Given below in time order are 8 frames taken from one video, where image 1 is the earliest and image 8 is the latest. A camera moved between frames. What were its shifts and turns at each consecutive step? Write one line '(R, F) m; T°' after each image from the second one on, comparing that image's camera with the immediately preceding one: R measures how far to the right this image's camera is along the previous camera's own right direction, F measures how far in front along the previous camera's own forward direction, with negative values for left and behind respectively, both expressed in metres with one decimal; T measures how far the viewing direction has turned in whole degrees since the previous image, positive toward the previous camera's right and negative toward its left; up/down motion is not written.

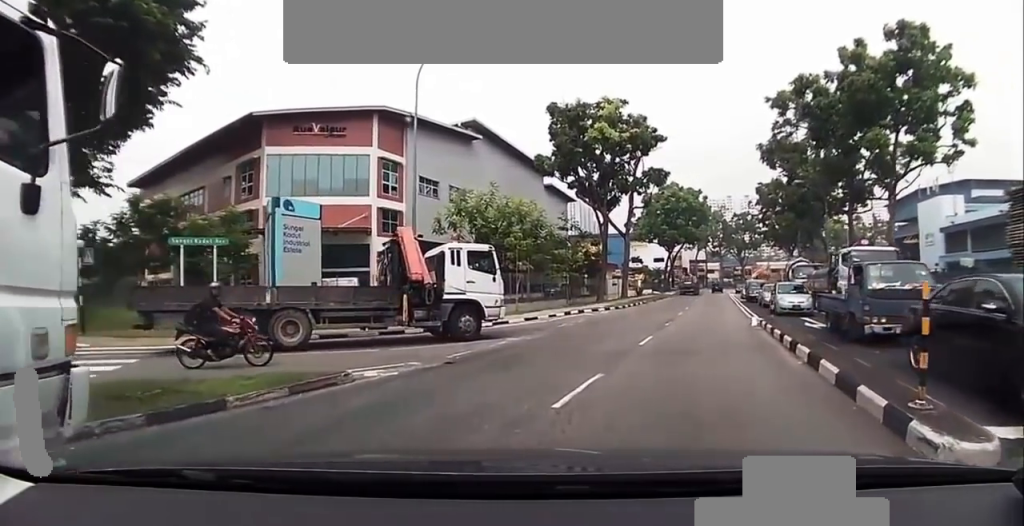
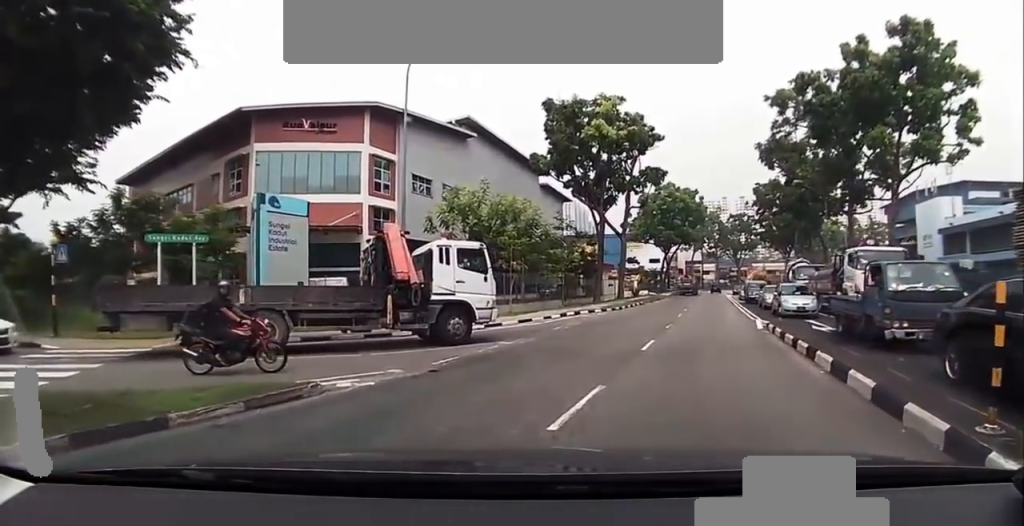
(0.0, +0.7) m; 0°
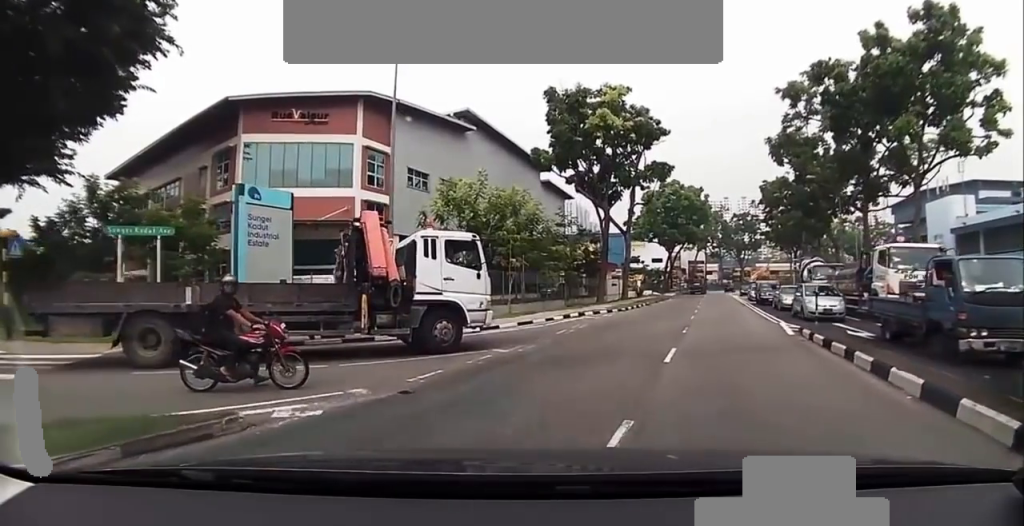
(0.0, +1.5) m; 0°
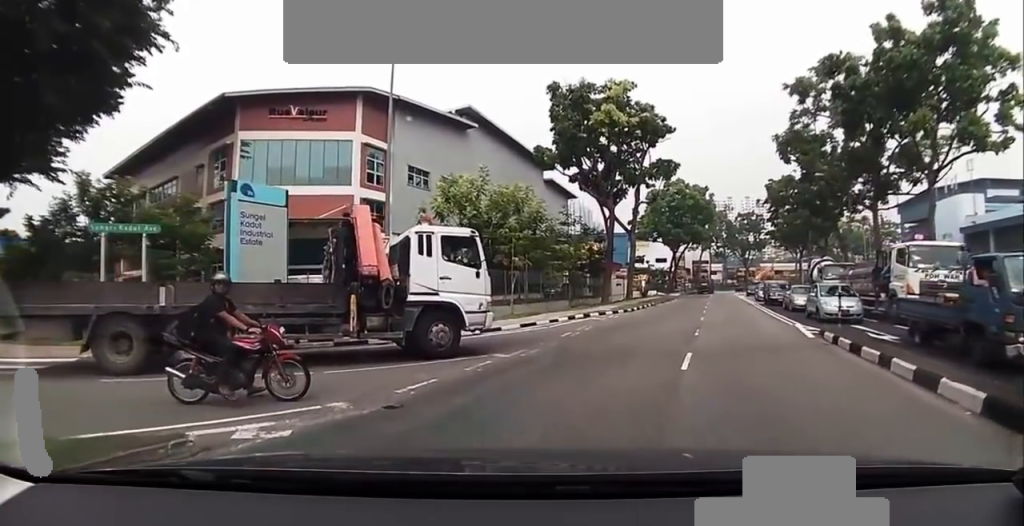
(0.0, +0.7) m; 0°
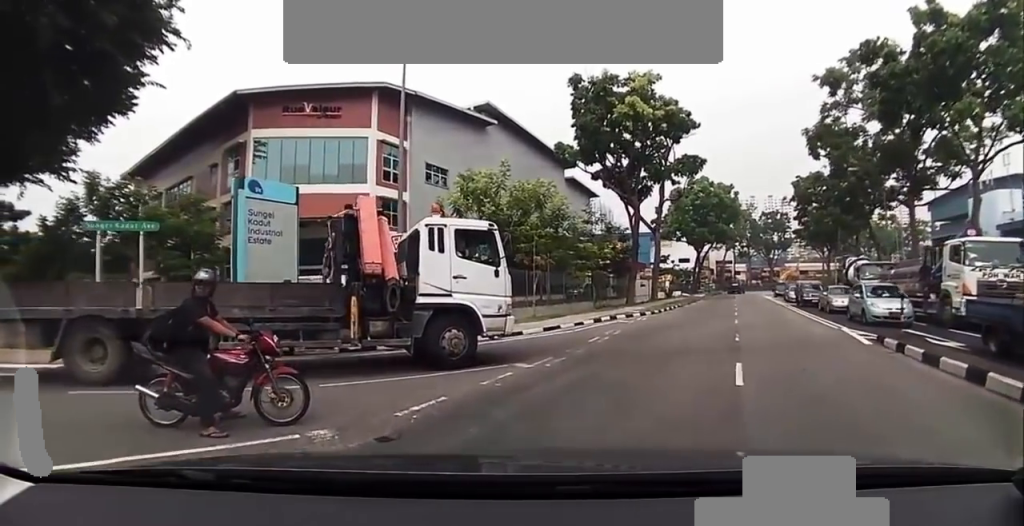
(0.0, +1.1) m; 0°
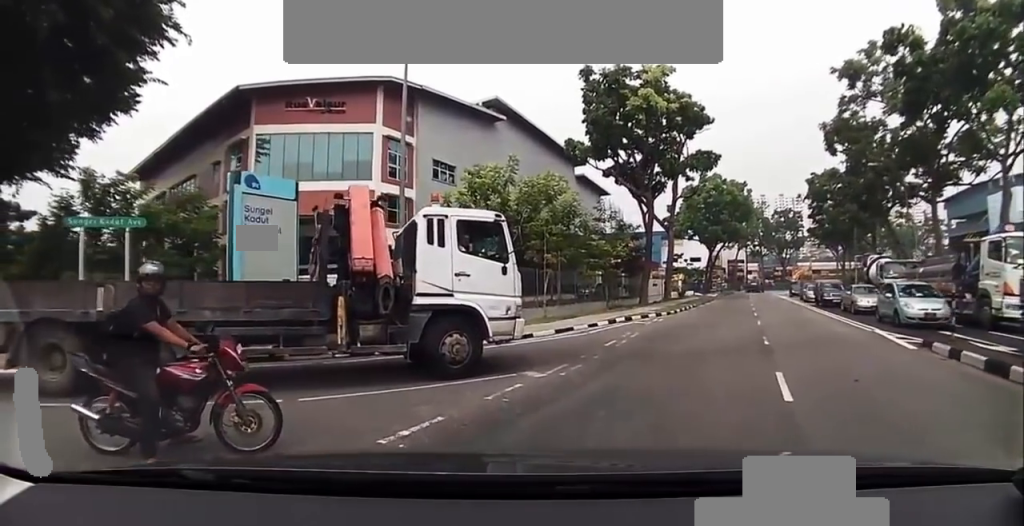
(0.0, +0.9) m; 0°
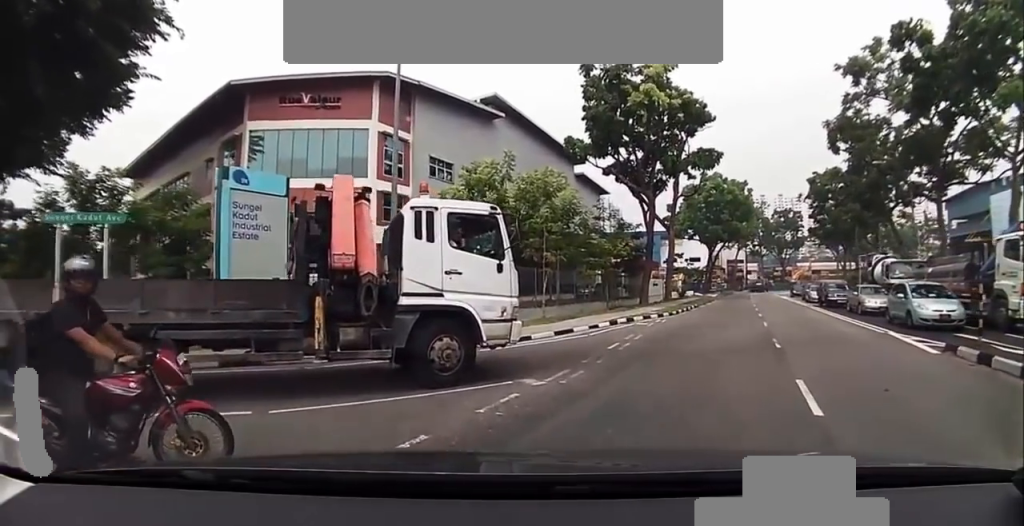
(0.0, +0.6) m; 0°
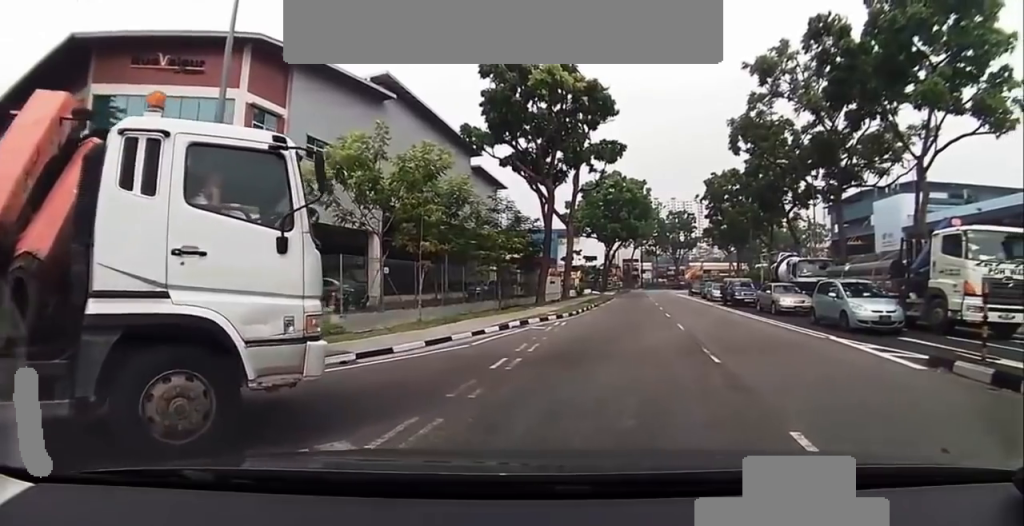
(+0.3, +2.6) m; 0°
